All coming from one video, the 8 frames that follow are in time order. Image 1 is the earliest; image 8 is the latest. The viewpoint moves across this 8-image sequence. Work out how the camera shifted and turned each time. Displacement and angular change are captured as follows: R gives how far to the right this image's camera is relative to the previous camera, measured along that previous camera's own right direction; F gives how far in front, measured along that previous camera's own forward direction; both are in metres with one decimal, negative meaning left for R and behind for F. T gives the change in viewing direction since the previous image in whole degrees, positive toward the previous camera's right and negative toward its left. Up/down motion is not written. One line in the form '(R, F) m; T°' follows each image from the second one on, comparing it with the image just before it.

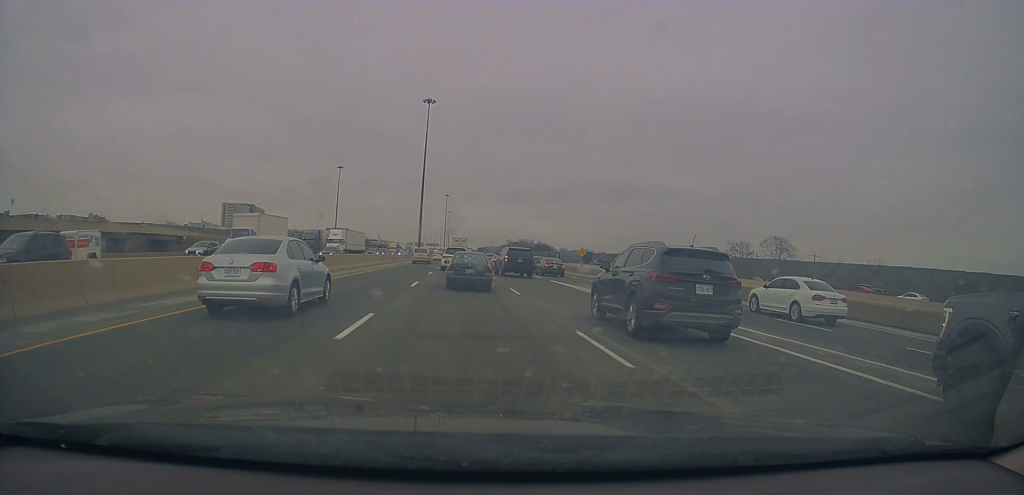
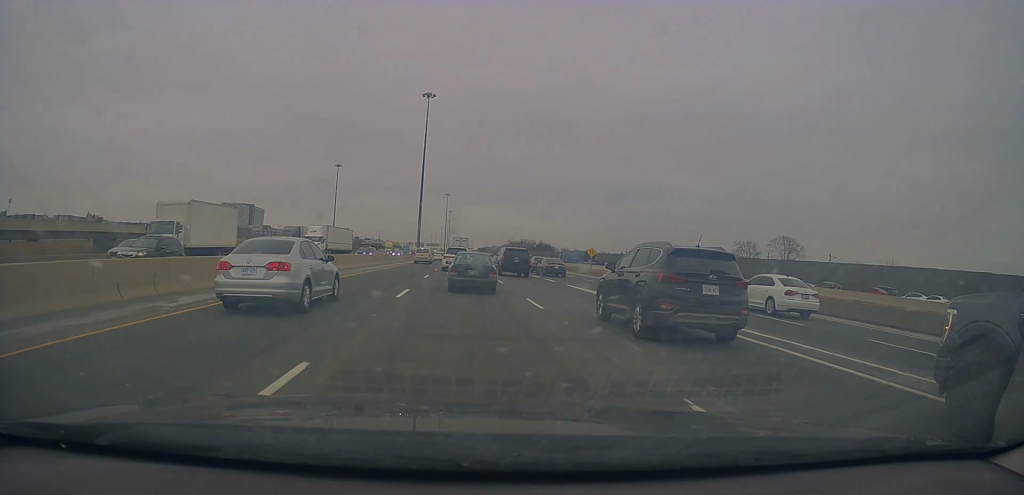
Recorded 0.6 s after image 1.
(+0.3, +5.2) m; 0°
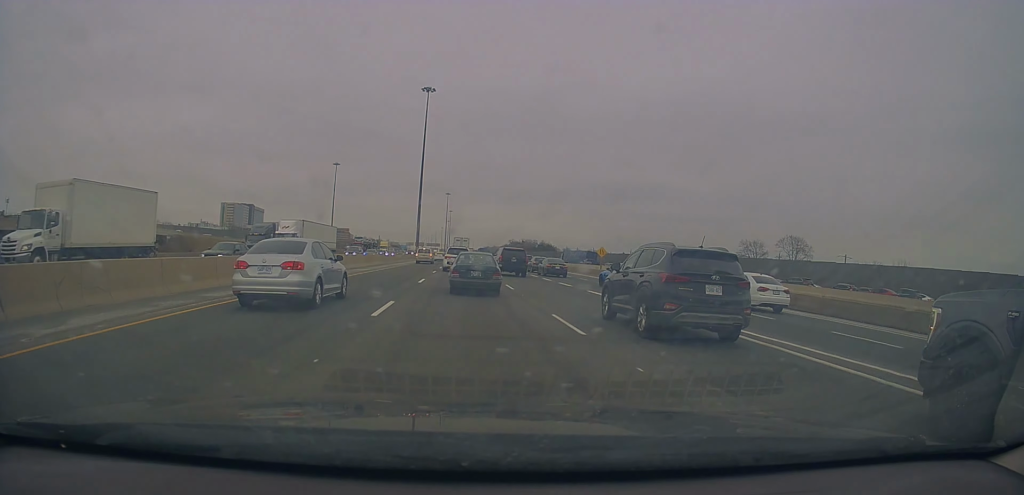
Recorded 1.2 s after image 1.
(+0.1, +5.2) m; 0°
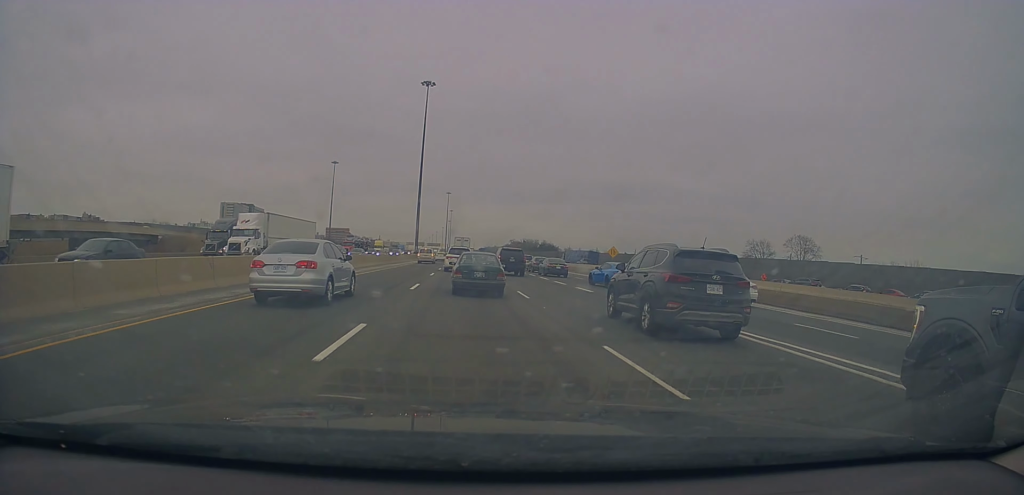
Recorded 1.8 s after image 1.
(-0.3, +4.8) m; -1°
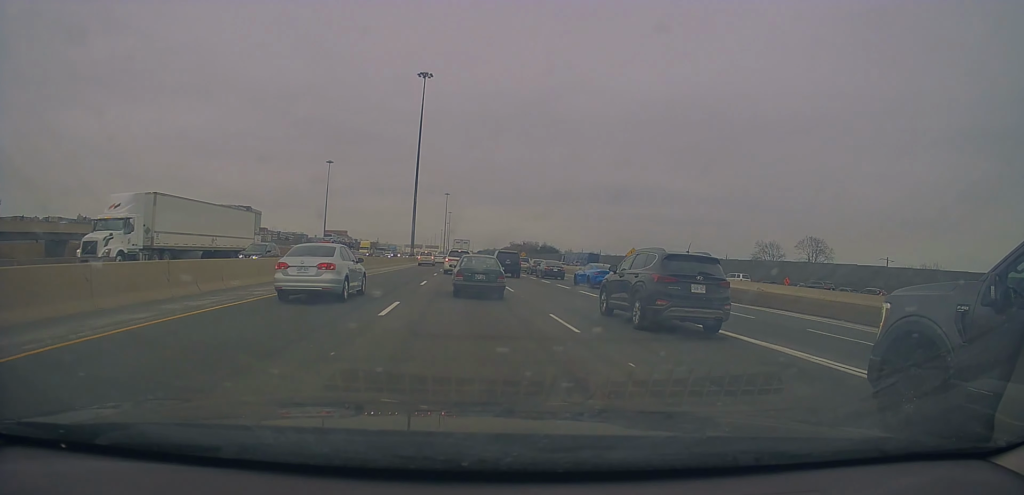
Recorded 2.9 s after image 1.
(+0.1, +7.8) m; -1°
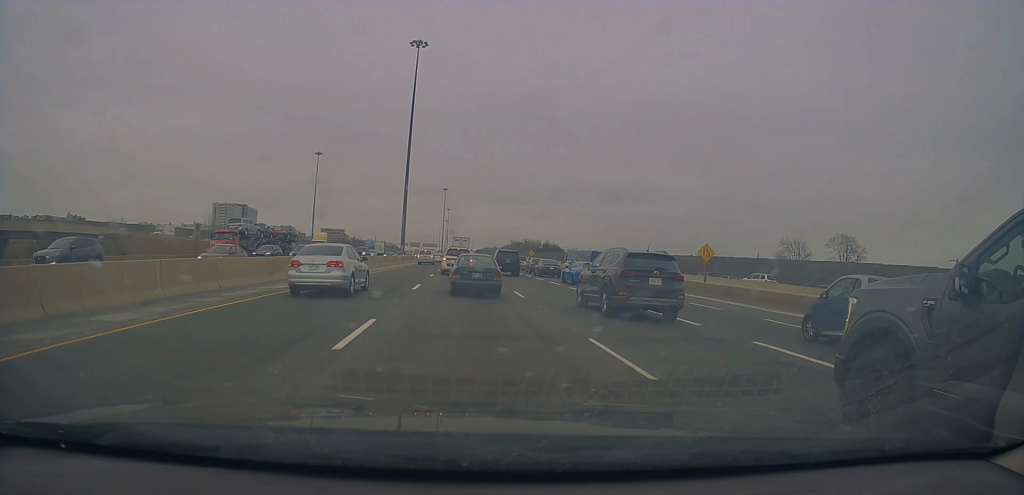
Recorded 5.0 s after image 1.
(-0.7, +15.4) m; 0°
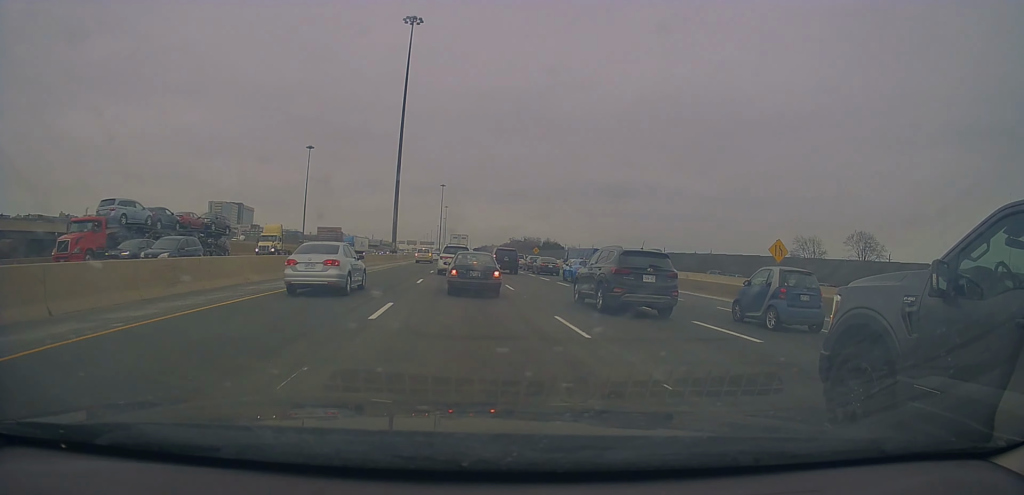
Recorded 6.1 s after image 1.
(+0.3, +8.9) m; 0°
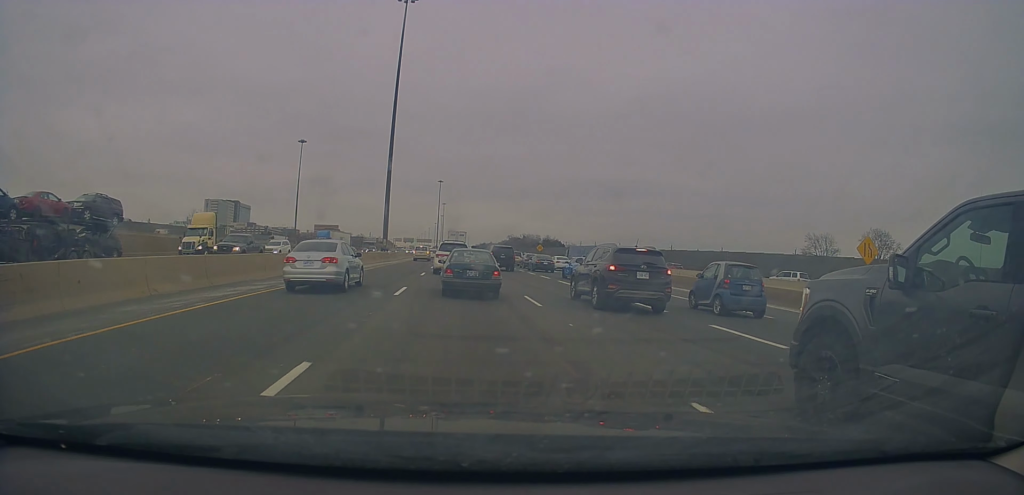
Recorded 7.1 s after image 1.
(-0.3, +8.6) m; -1°
